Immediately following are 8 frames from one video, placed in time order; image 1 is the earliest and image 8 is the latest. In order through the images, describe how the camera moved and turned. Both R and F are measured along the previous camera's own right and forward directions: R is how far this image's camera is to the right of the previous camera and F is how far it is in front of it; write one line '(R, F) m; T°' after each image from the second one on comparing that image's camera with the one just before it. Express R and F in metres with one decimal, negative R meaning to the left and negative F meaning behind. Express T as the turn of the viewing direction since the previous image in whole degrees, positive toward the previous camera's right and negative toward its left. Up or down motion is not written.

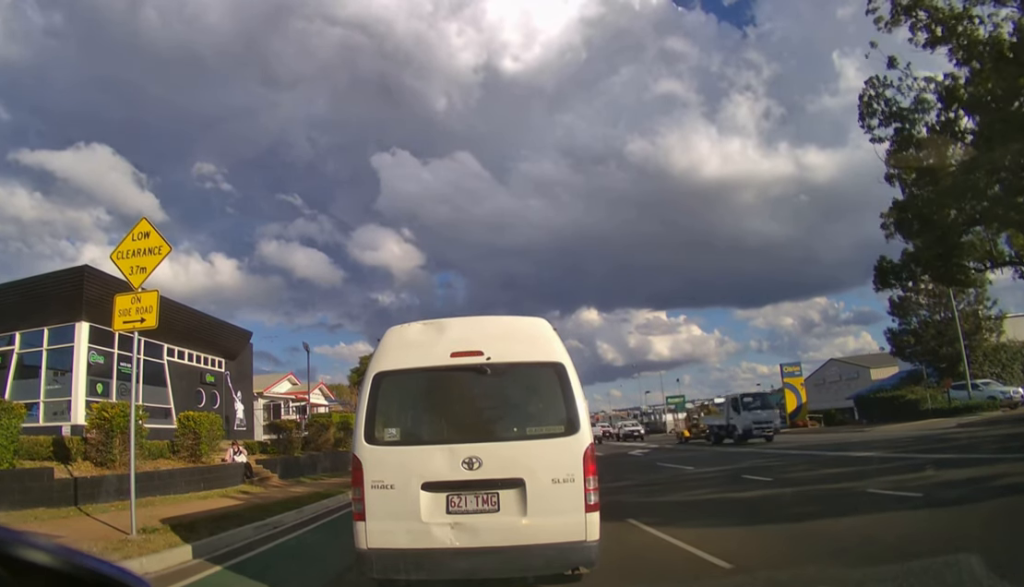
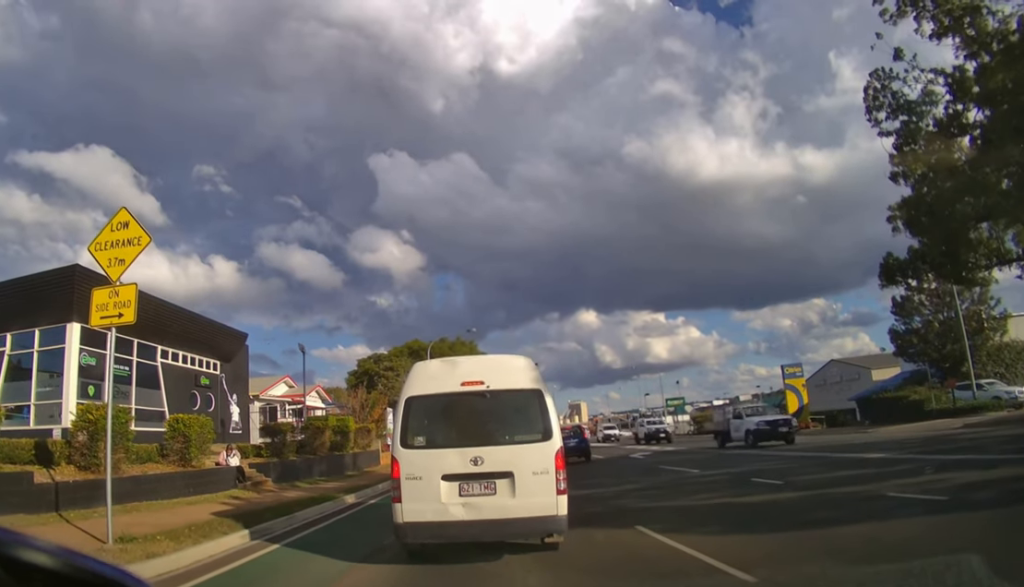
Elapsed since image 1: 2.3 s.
(+0.1, +0.1) m; 0°
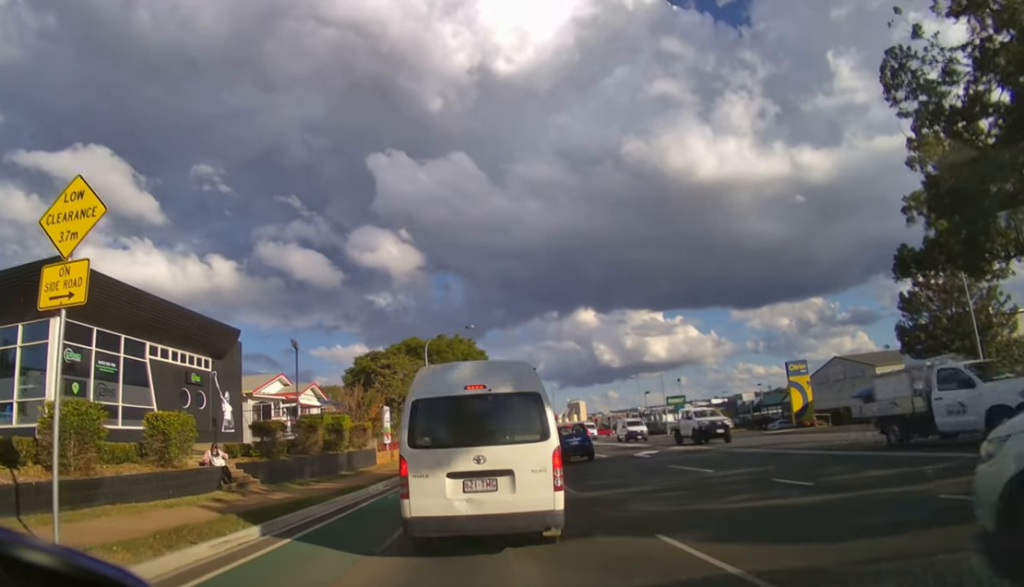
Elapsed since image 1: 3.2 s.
(0.0, +0.4) m; 0°
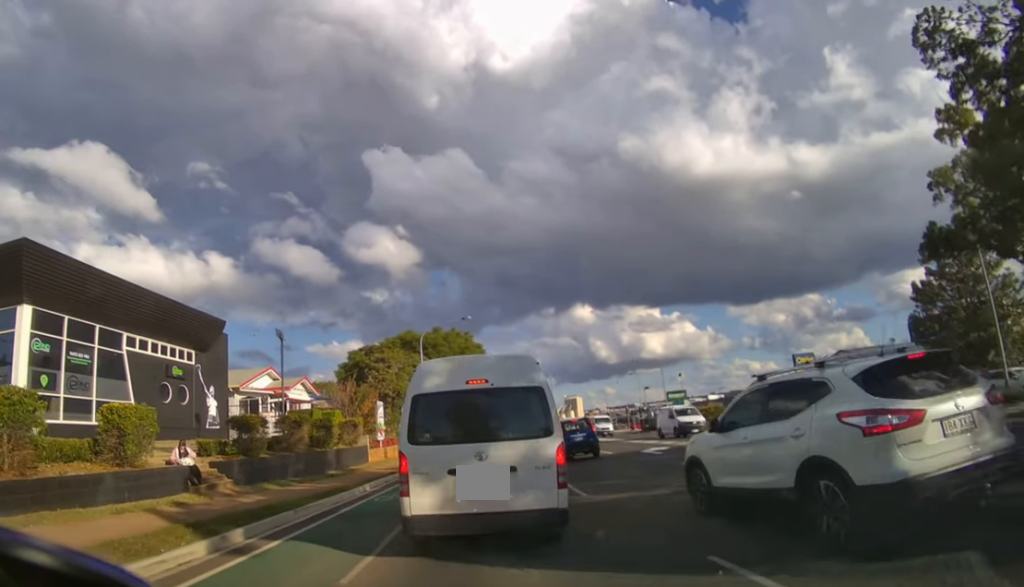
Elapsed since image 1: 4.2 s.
(-0.1, +1.1) m; 0°
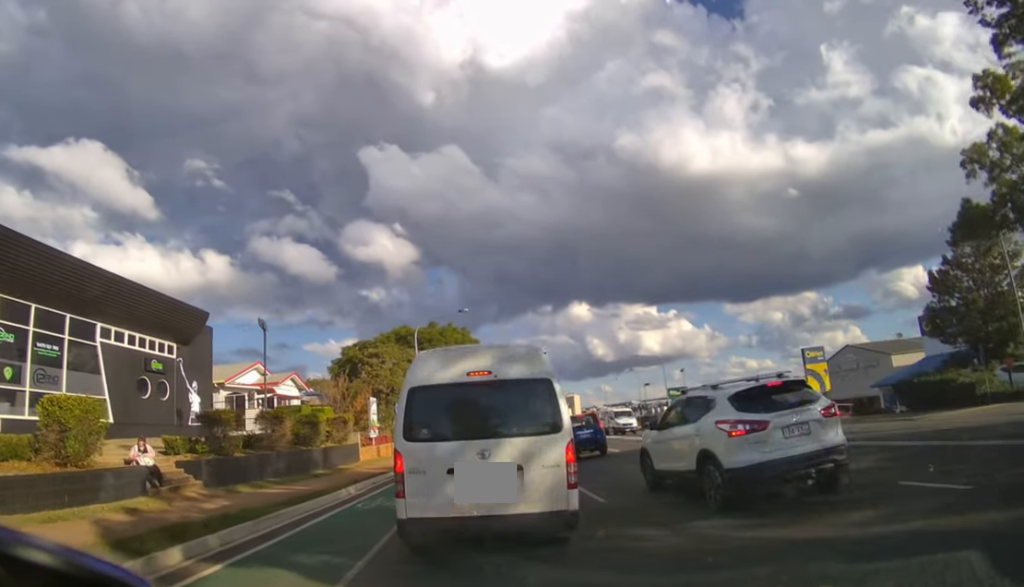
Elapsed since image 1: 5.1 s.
(-0.1, +1.4) m; -4°
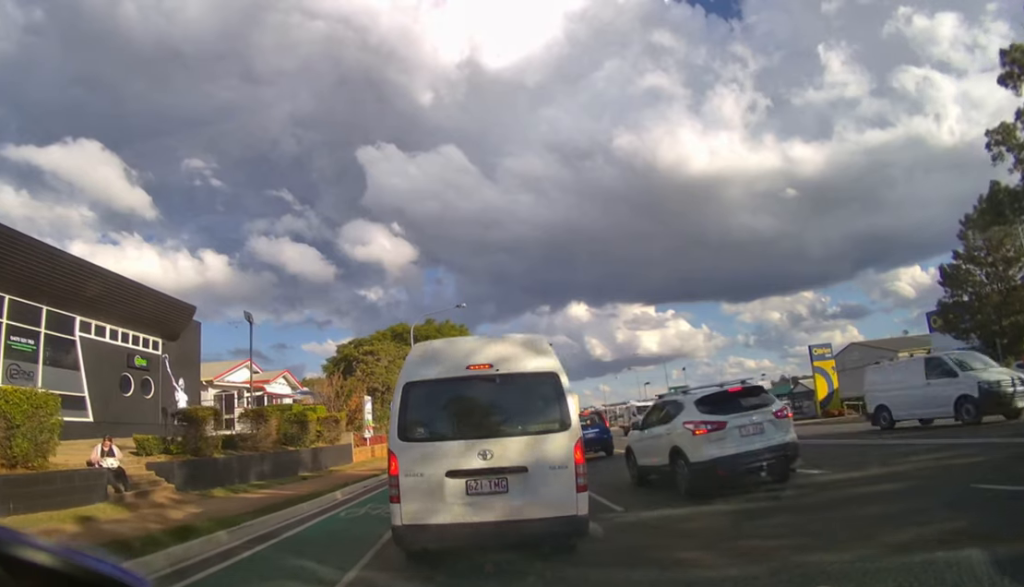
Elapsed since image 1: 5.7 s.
(0.0, +0.9) m; 0°
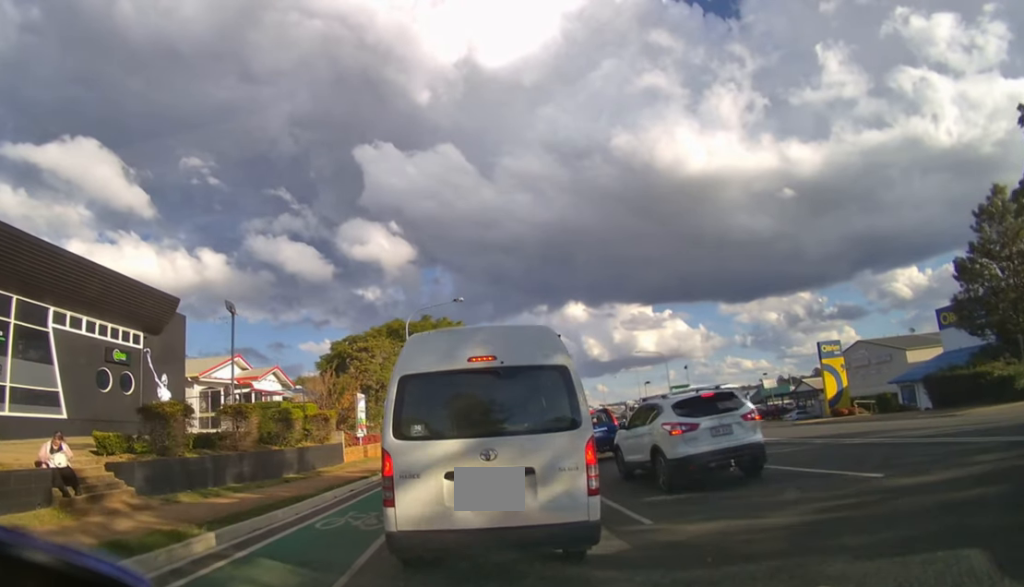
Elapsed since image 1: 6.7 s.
(+0.1, +1.0) m; 0°
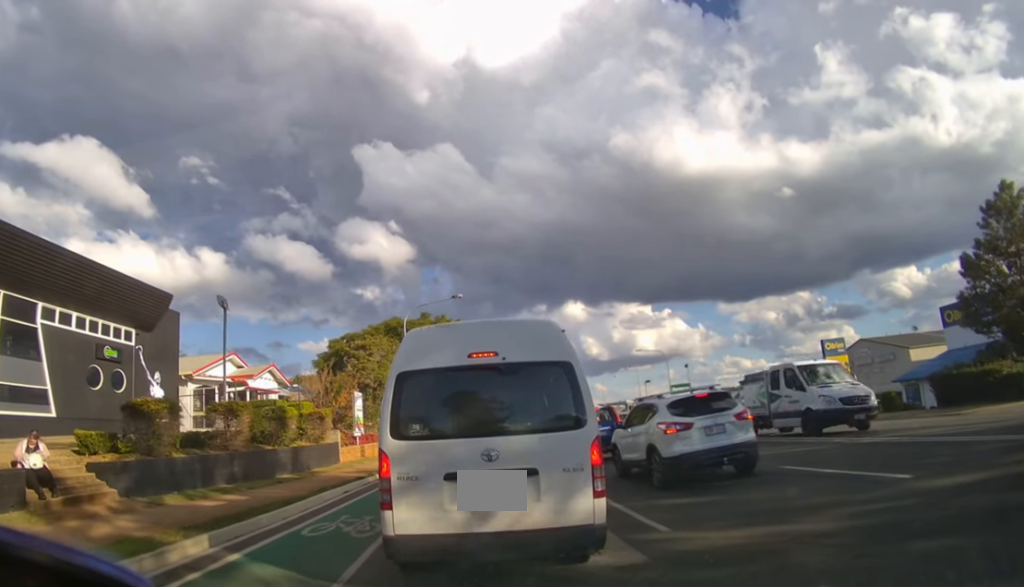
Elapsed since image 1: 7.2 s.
(+0.1, +0.5) m; 0°
